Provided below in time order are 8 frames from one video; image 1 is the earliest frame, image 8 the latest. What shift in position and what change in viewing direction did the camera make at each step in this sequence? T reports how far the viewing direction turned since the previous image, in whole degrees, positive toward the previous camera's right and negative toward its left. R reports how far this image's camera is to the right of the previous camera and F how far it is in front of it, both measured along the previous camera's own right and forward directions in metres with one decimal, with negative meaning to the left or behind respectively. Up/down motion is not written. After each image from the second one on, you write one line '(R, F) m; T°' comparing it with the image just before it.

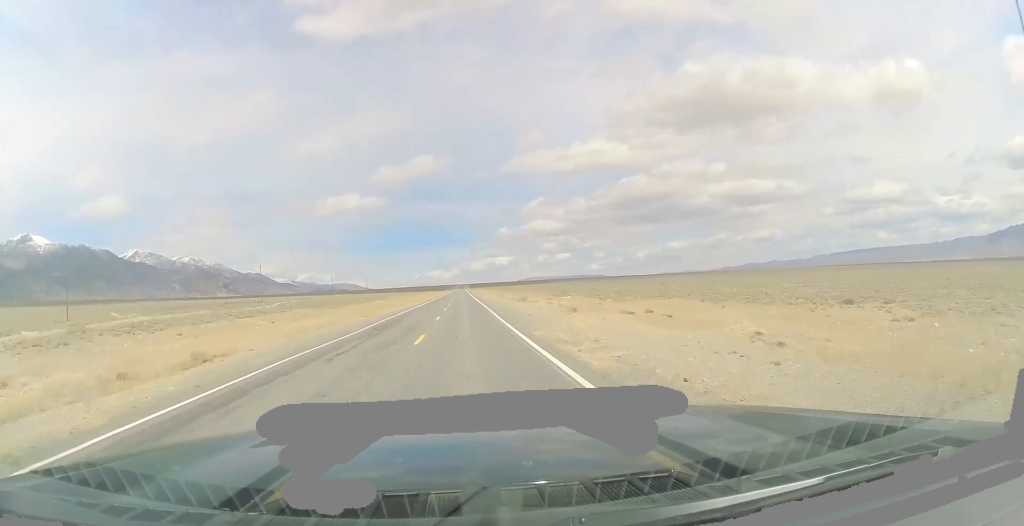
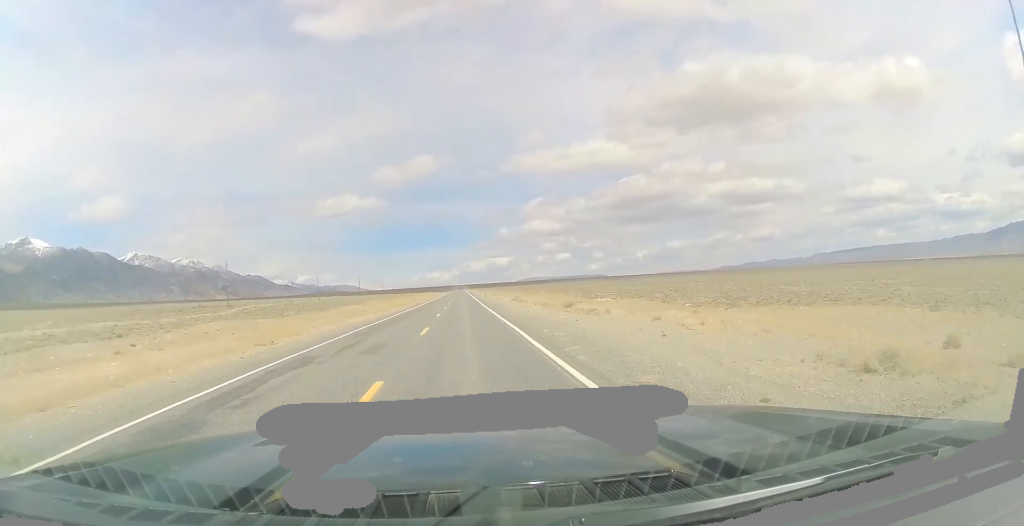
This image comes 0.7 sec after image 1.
(+0.1, +24.5) m; 0°
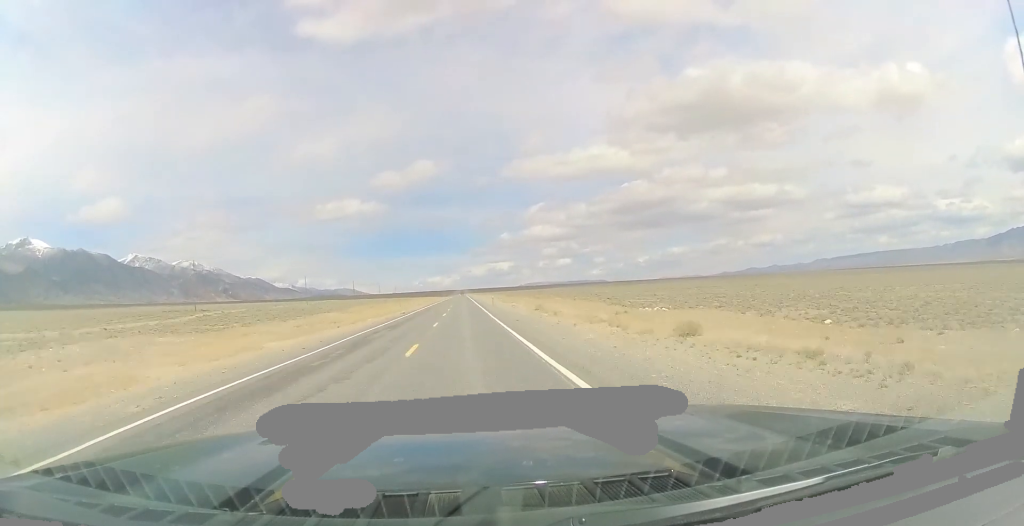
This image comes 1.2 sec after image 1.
(0.0, +18.7) m; 0°
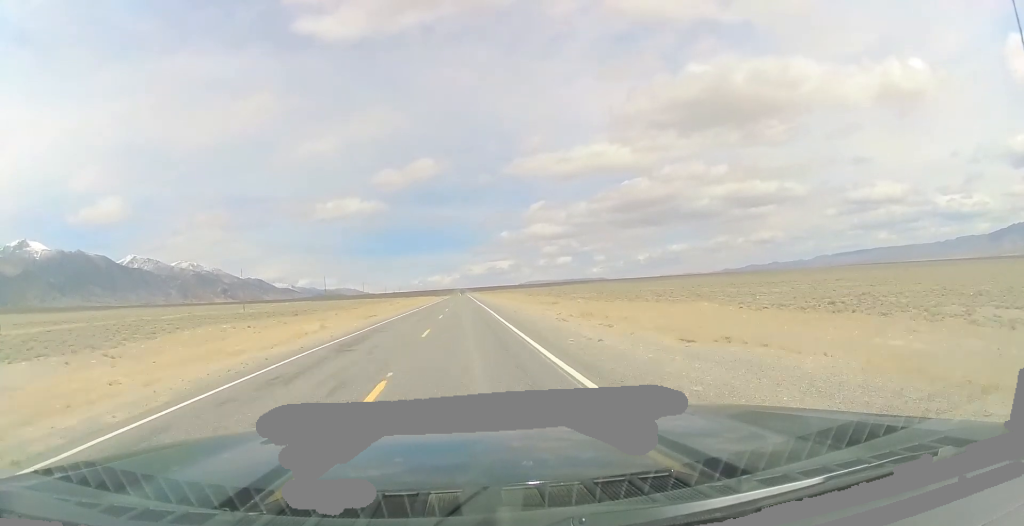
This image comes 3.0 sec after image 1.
(-0.6, +62.5) m; -1°
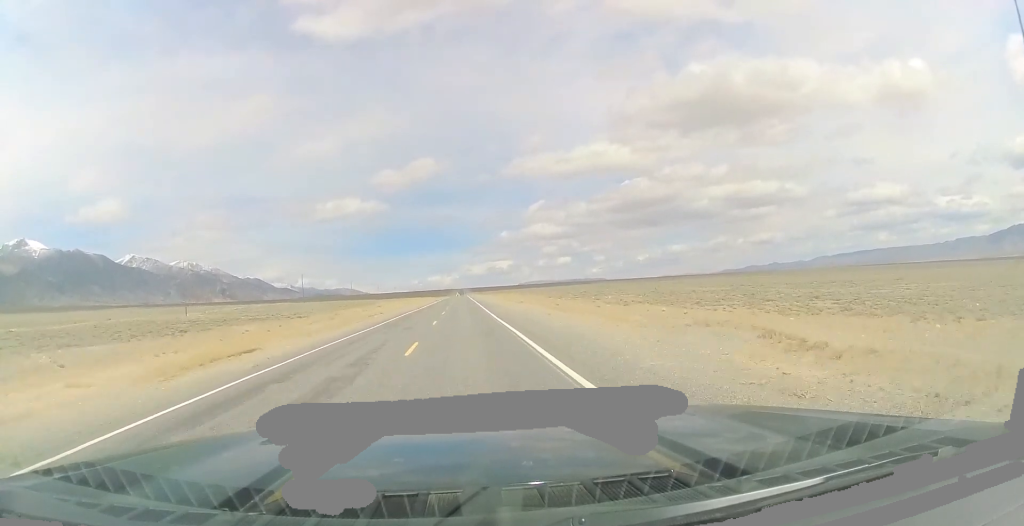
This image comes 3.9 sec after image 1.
(+0.2, +33.3) m; 0°
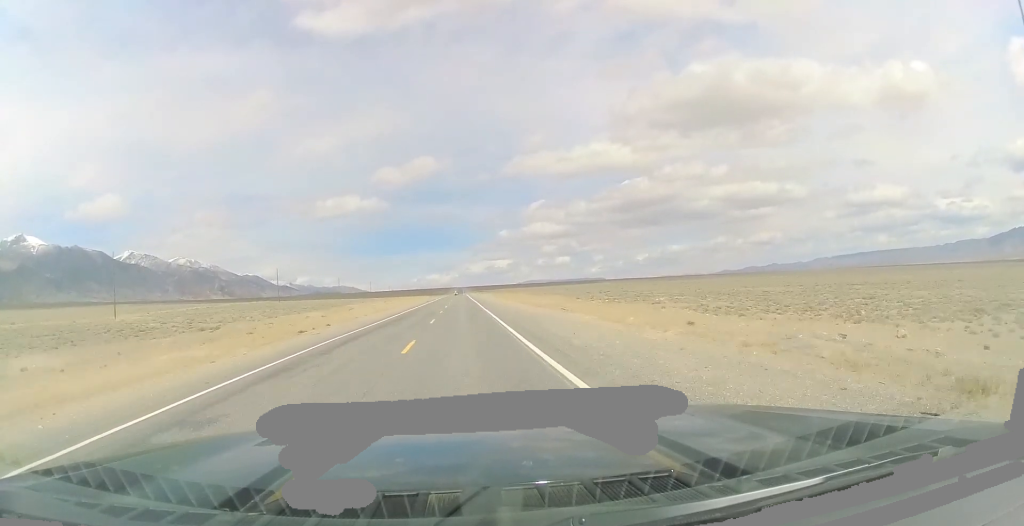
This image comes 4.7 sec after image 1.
(-0.2, +27.4) m; 0°
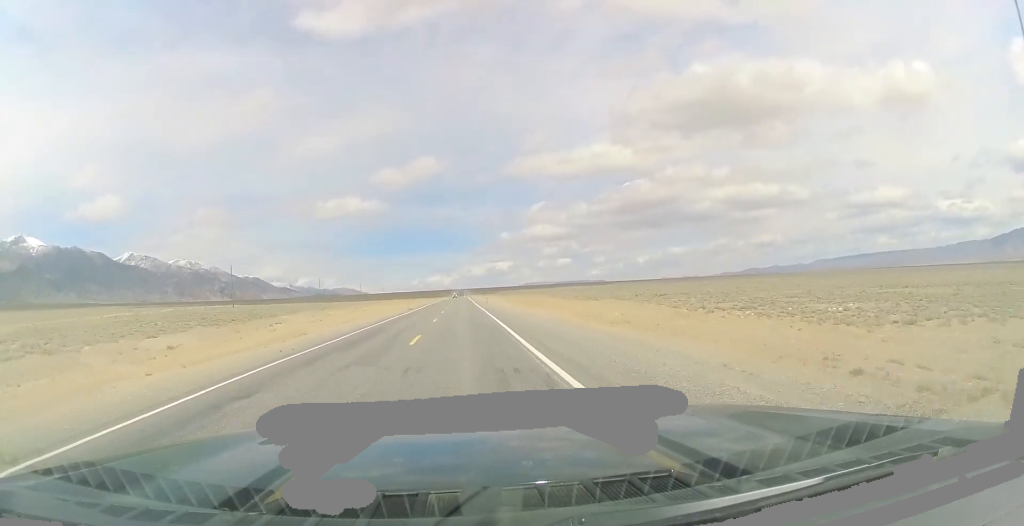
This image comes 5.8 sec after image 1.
(+0.4, +38.1) m; +1°
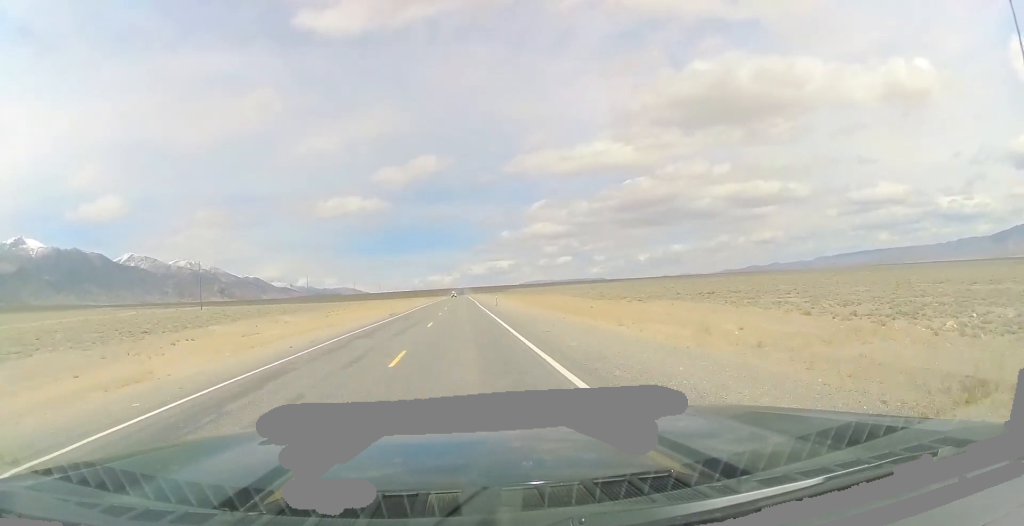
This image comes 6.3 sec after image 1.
(+0.1, +19.0) m; 0°
